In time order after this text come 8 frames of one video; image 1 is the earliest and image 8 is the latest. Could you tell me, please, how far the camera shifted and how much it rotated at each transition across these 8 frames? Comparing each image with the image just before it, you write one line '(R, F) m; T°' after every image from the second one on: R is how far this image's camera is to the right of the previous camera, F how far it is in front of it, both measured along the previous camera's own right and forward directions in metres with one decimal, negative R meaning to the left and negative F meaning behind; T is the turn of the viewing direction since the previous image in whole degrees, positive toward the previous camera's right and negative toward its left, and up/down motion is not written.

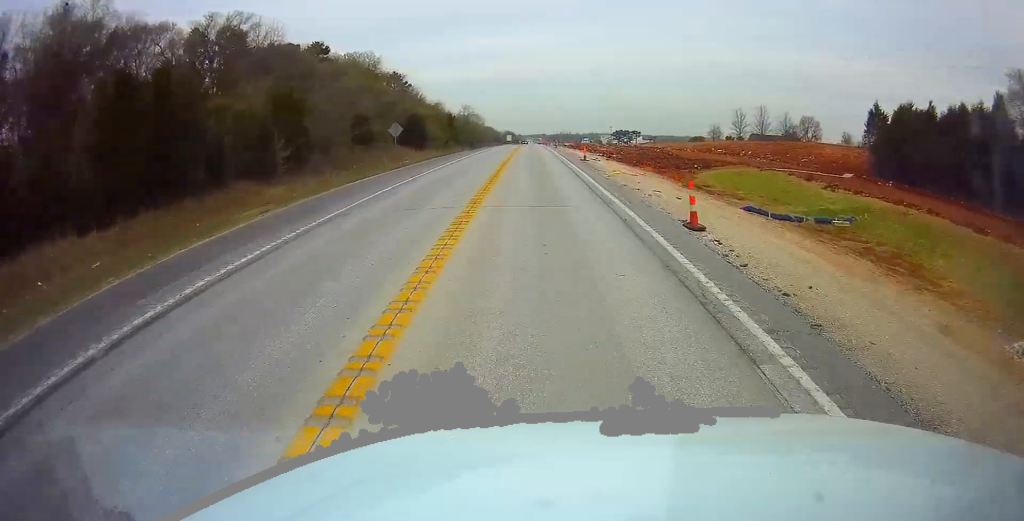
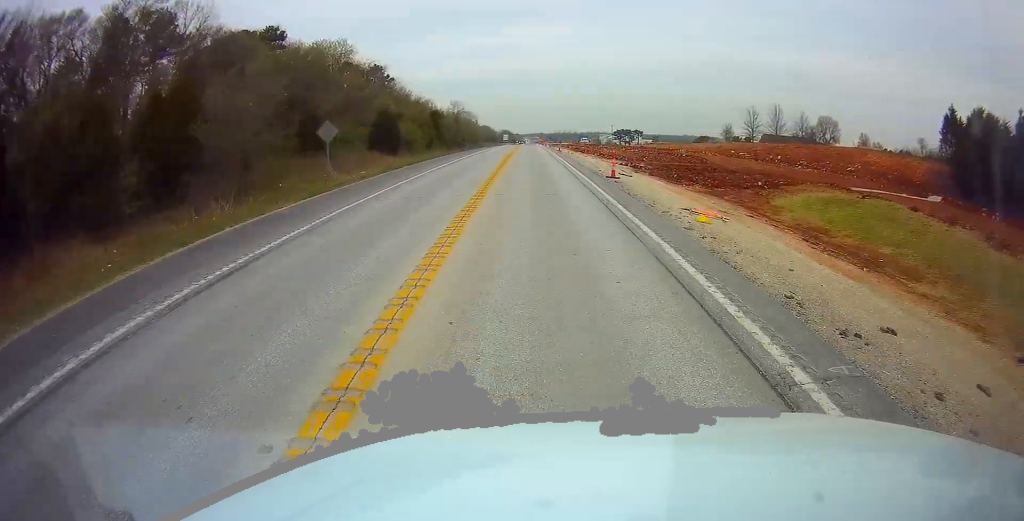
(-0.4, +15.5) m; -1°
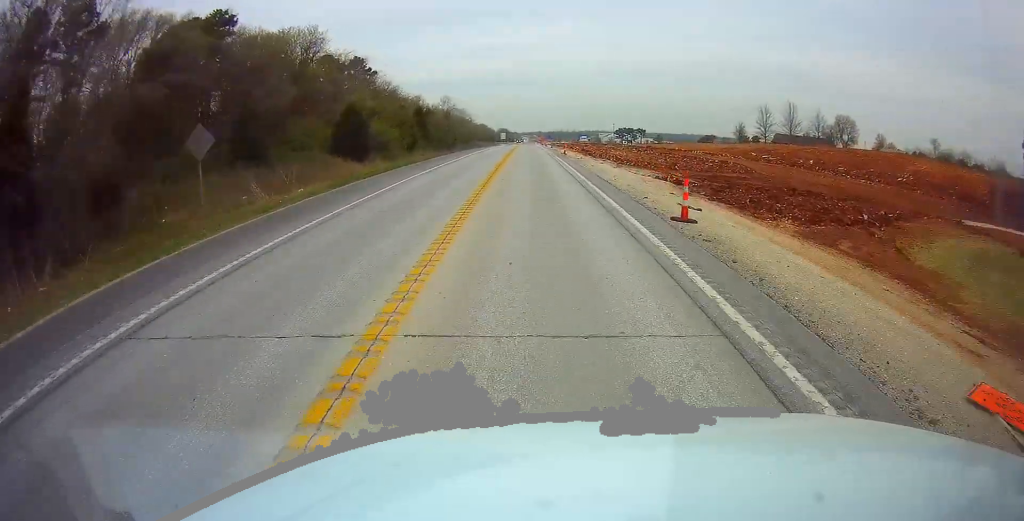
(-0.1, +12.9) m; 0°
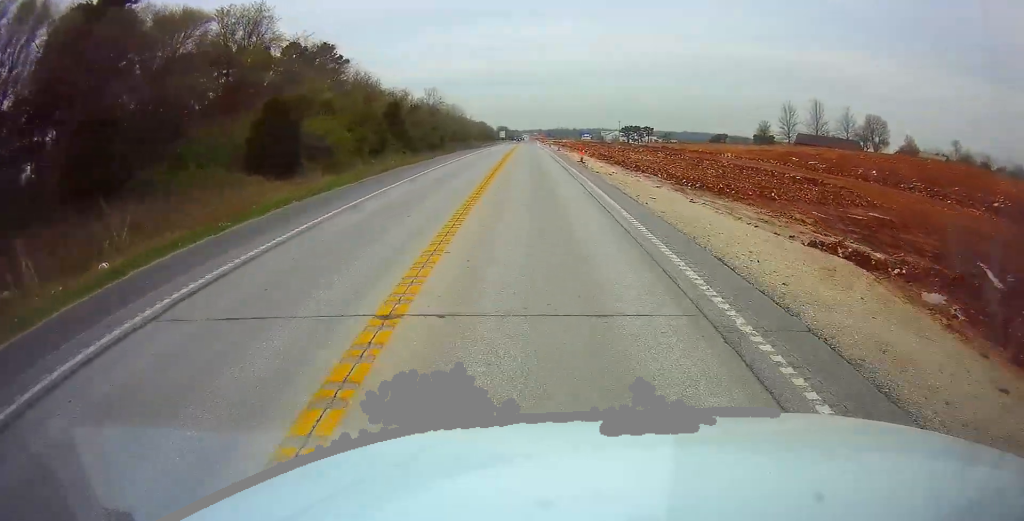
(0.0, +18.1) m; +1°
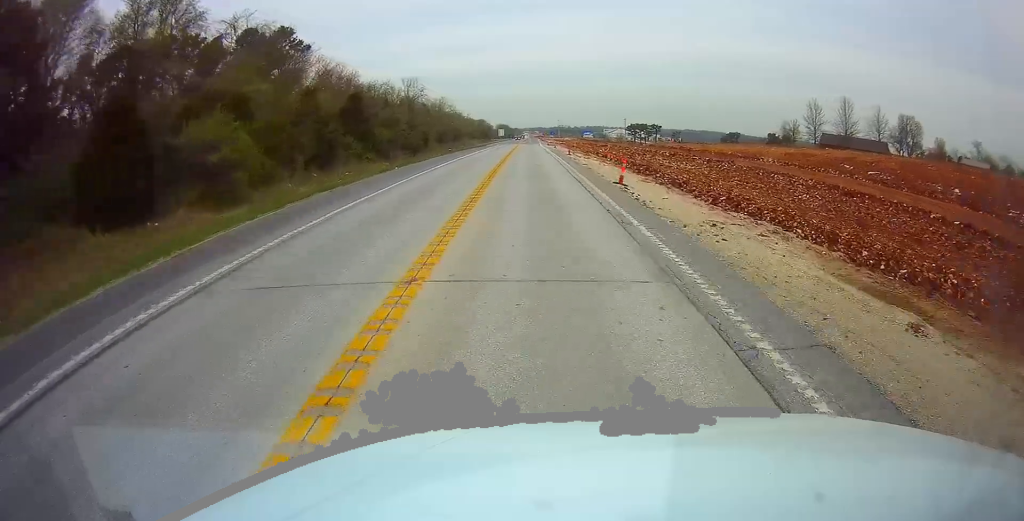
(+0.2, +17.2) m; 0°
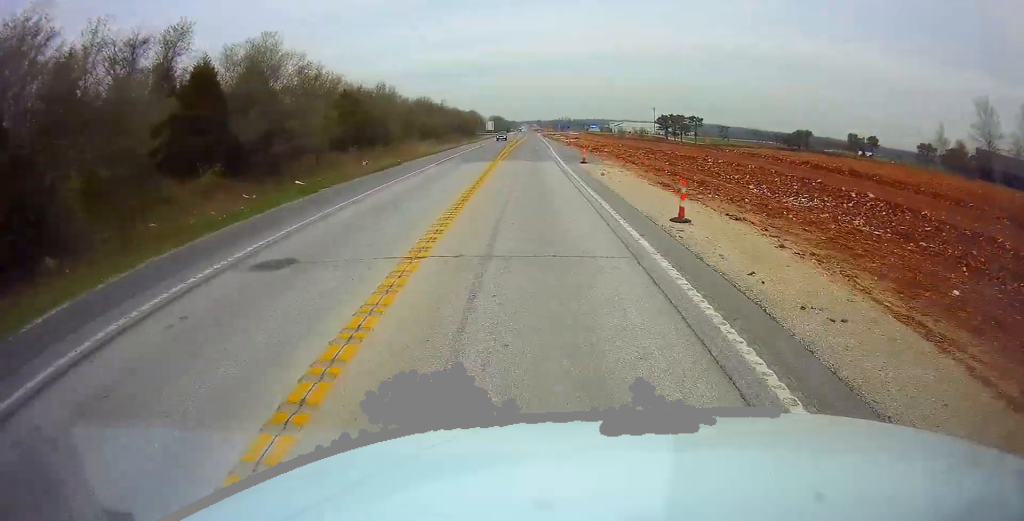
(-0.3, +73.1) m; 0°
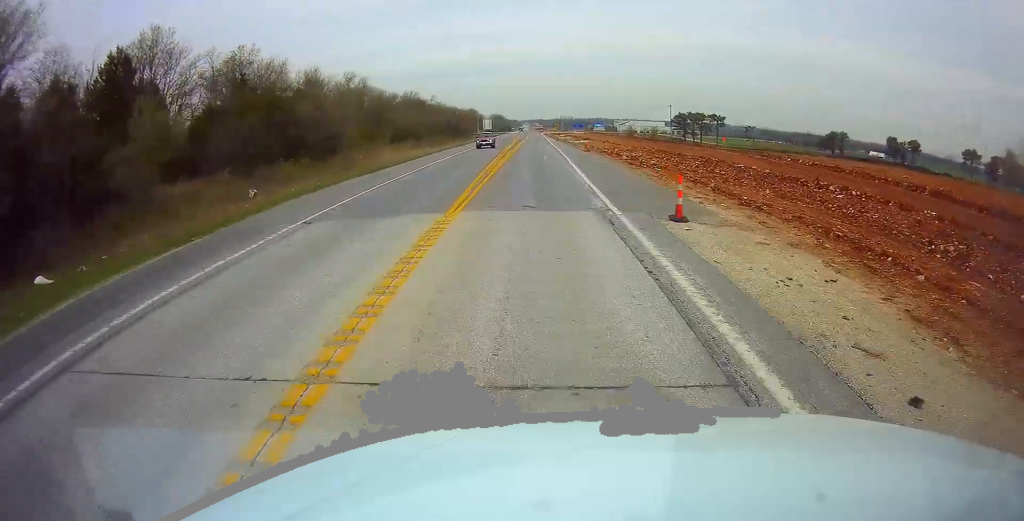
(-0.1, +23.7) m; 0°
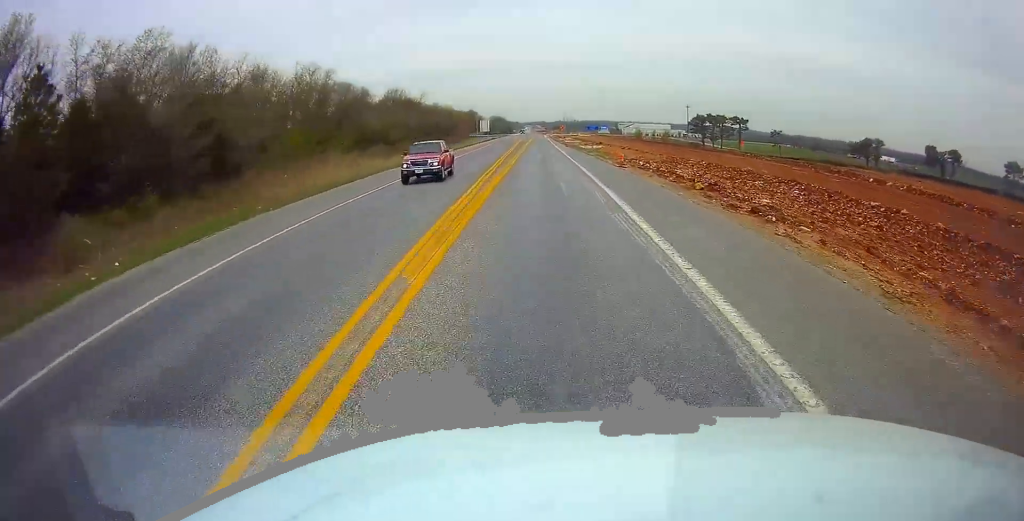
(0.0, +20.0) m; +1°
